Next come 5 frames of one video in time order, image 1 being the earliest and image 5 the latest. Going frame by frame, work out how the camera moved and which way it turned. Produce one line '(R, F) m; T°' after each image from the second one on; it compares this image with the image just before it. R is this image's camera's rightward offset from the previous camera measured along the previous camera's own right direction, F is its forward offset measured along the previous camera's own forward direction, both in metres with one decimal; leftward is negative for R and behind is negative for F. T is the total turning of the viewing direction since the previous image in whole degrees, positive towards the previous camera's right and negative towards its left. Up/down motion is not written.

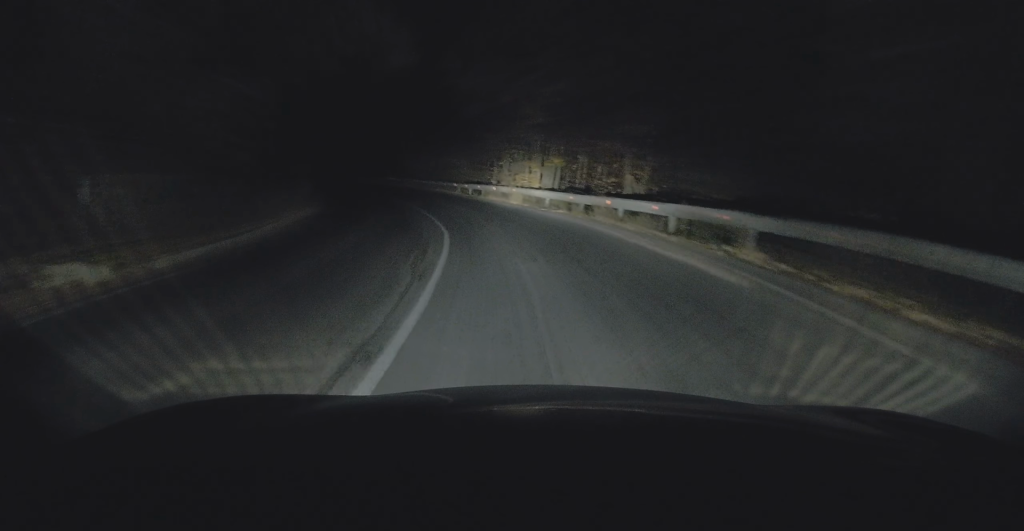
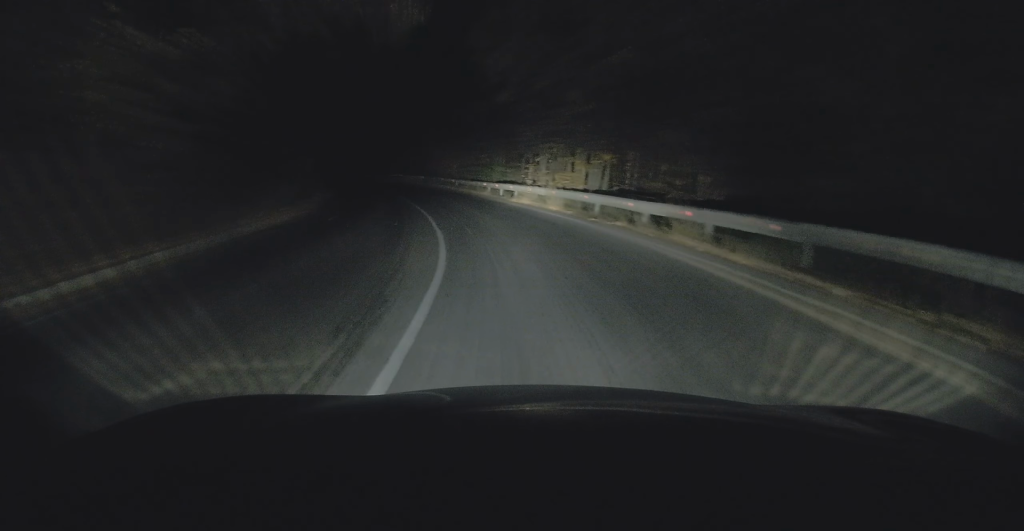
(-0.2, +6.1) m; -3°
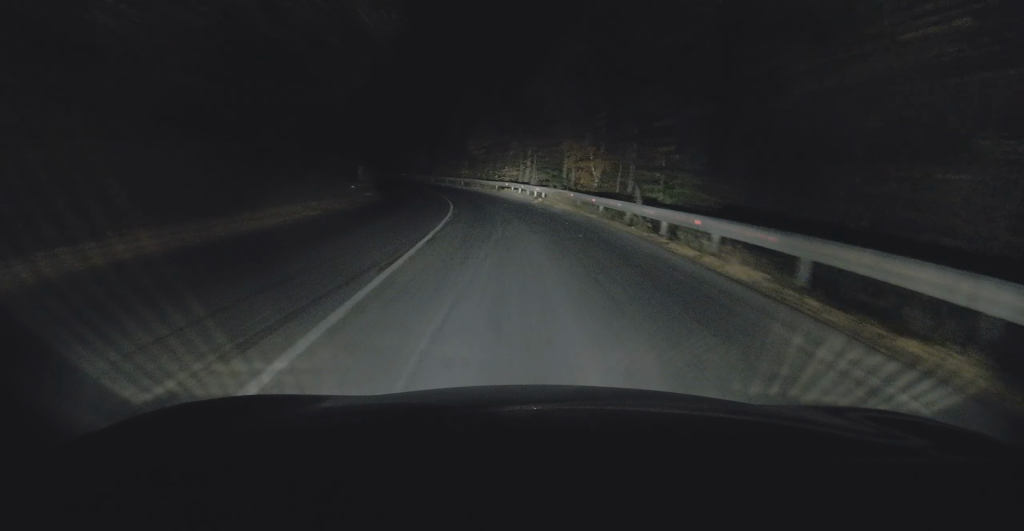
(-2.4, +27.6) m; -9°
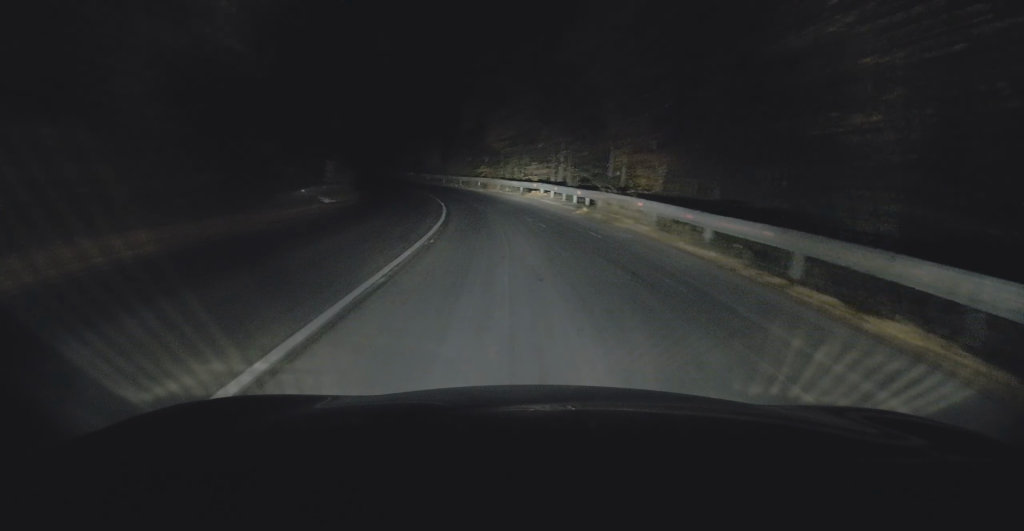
(-0.5, +11.4) m; -4°
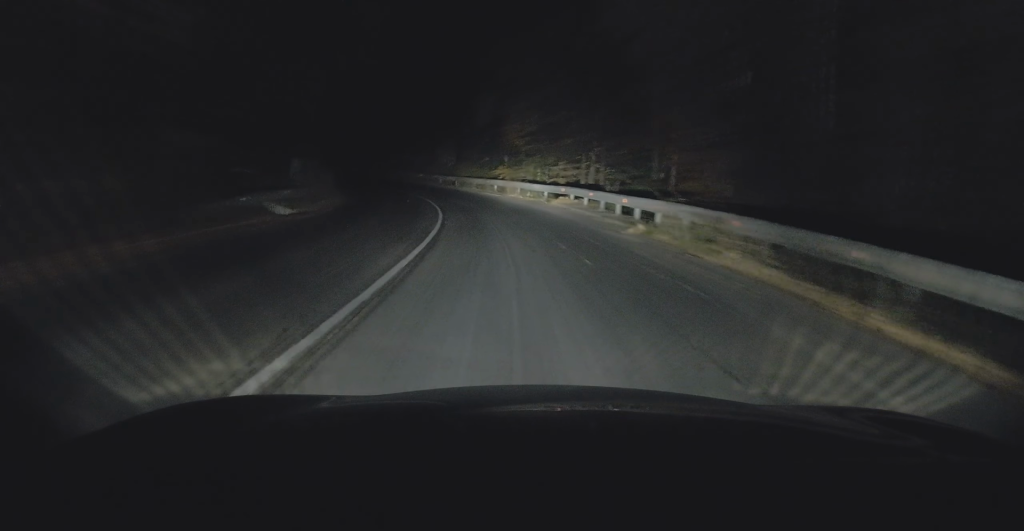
(-0.2, +6.7) m; -3°
